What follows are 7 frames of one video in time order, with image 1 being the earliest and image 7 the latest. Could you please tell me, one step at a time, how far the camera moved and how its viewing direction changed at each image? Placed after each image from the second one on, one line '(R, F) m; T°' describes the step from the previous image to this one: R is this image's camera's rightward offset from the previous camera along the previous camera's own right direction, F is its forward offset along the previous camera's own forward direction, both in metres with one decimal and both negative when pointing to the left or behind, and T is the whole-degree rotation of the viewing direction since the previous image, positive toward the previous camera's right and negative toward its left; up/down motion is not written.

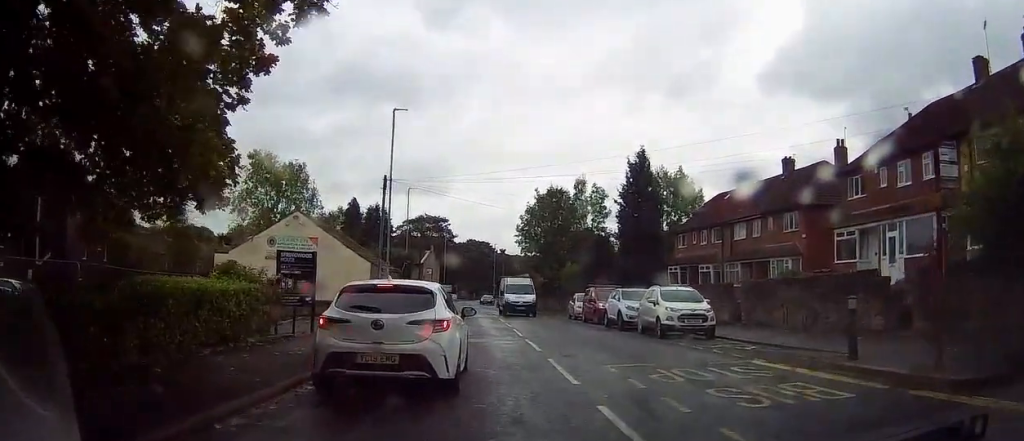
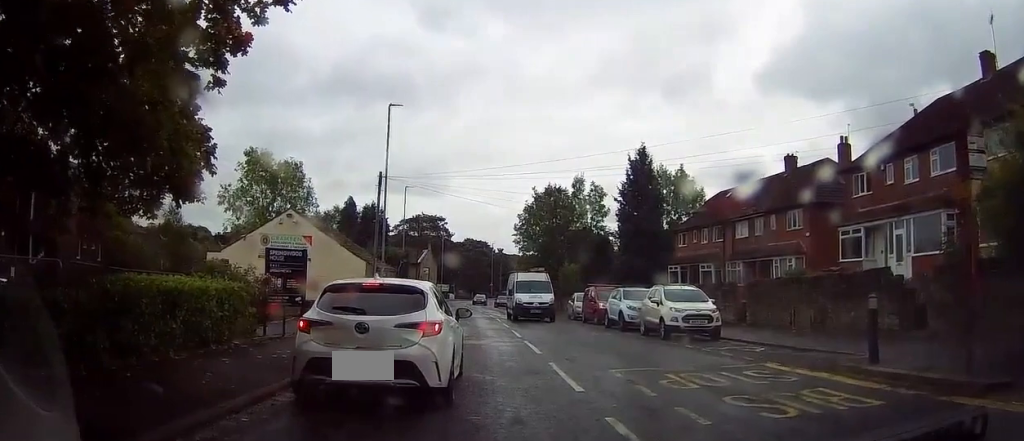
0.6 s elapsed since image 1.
(0.0, +0.8) m; 0°
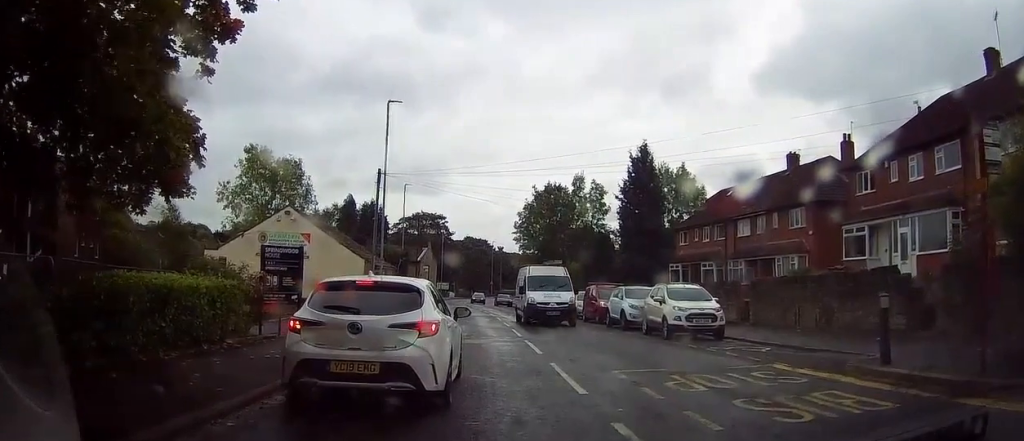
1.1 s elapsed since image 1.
(0.0, +0.5) m; 0°
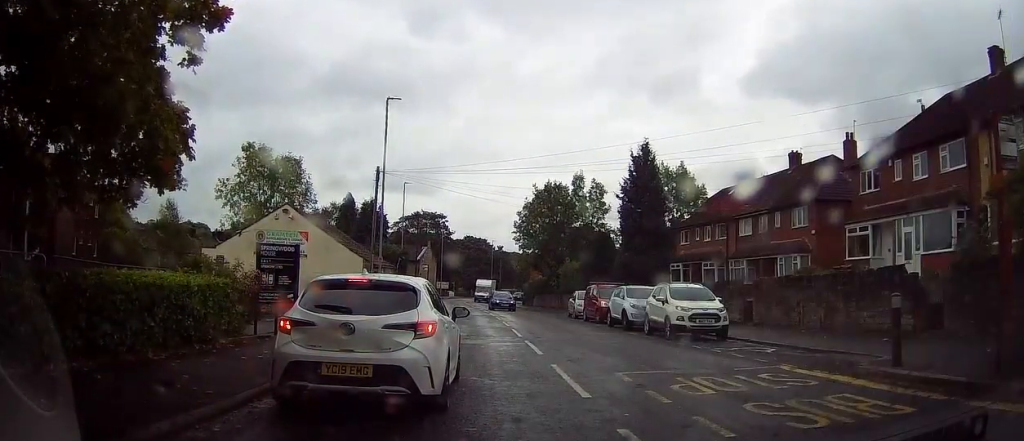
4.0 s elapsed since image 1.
(-0.4, +0.5) m; 0°
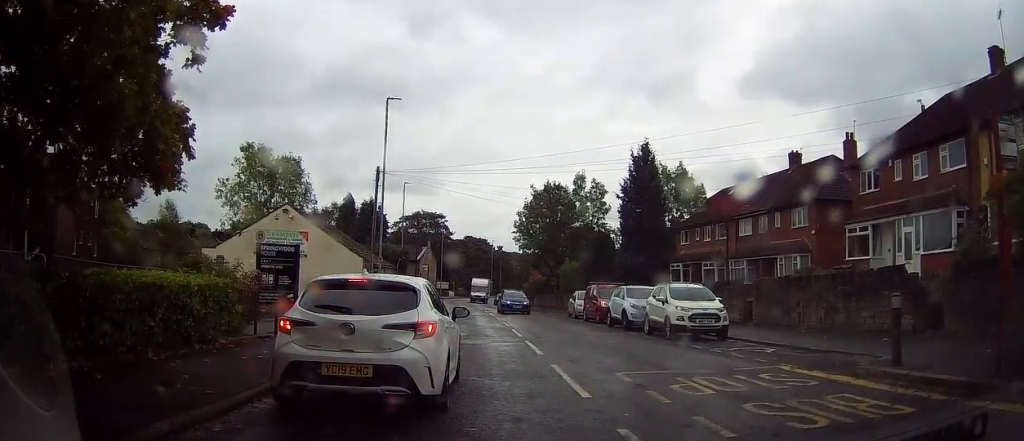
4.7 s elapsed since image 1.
(0.0, 0.0) m; 0°
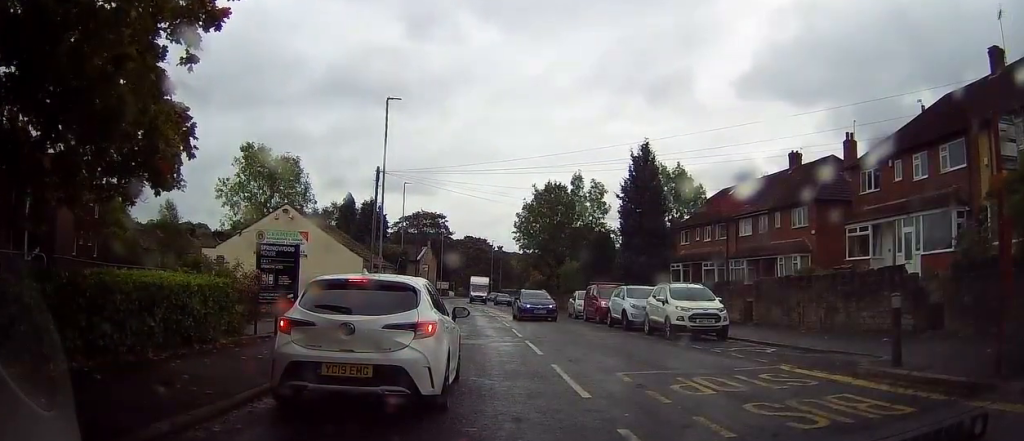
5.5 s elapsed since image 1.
(0.0, 0.0) m; 0°
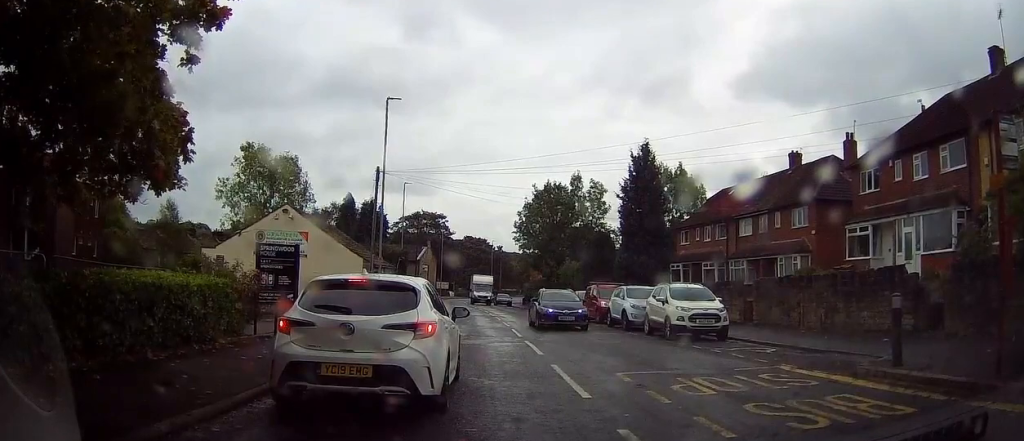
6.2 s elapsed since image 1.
(0.0, 0.0) m; 0°
